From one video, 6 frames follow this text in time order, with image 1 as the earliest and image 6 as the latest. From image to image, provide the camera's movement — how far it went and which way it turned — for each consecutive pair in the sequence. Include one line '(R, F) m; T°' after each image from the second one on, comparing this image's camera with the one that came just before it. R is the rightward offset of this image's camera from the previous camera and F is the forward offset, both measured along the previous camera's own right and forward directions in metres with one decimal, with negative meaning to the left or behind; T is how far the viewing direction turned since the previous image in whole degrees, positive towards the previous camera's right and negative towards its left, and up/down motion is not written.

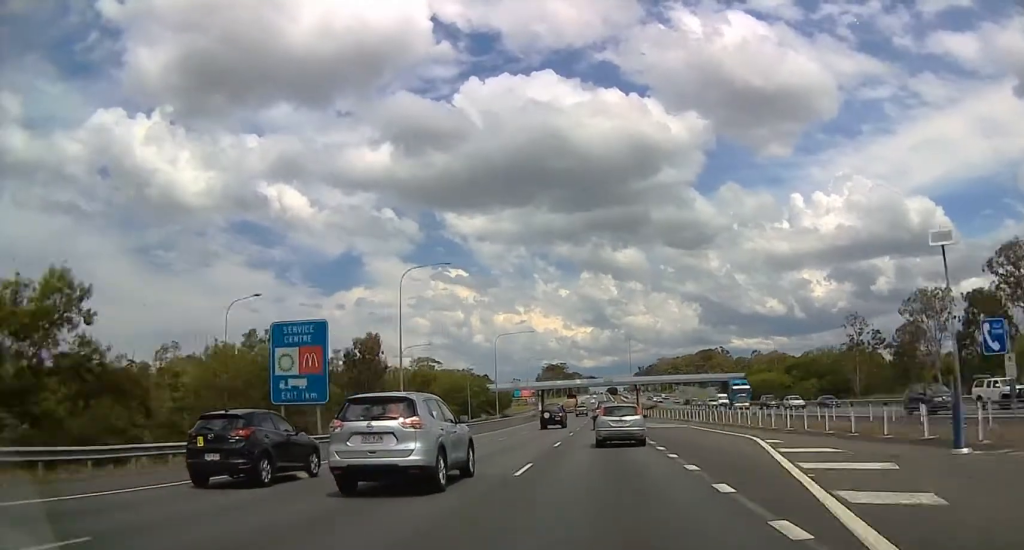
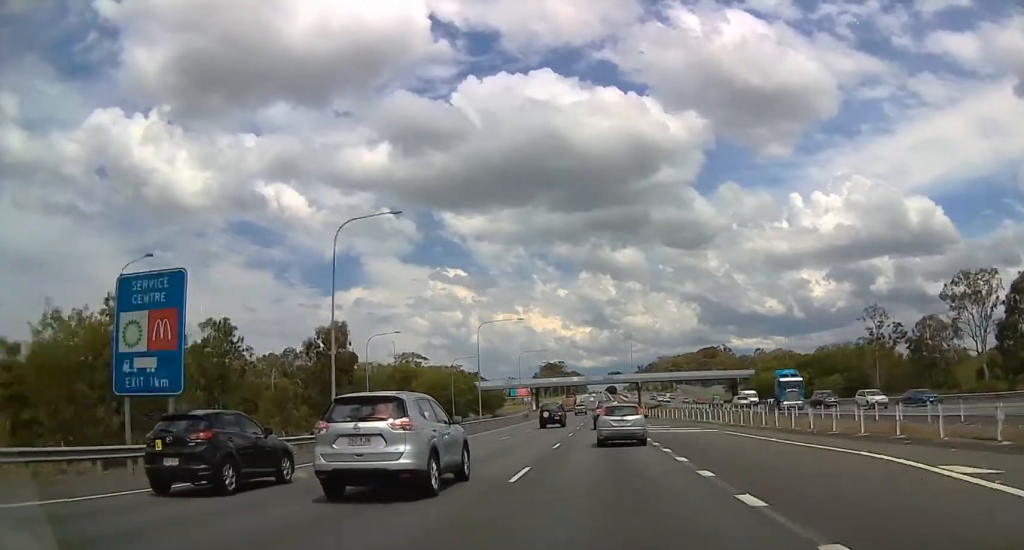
(+0.5, +13.7) m; 0°
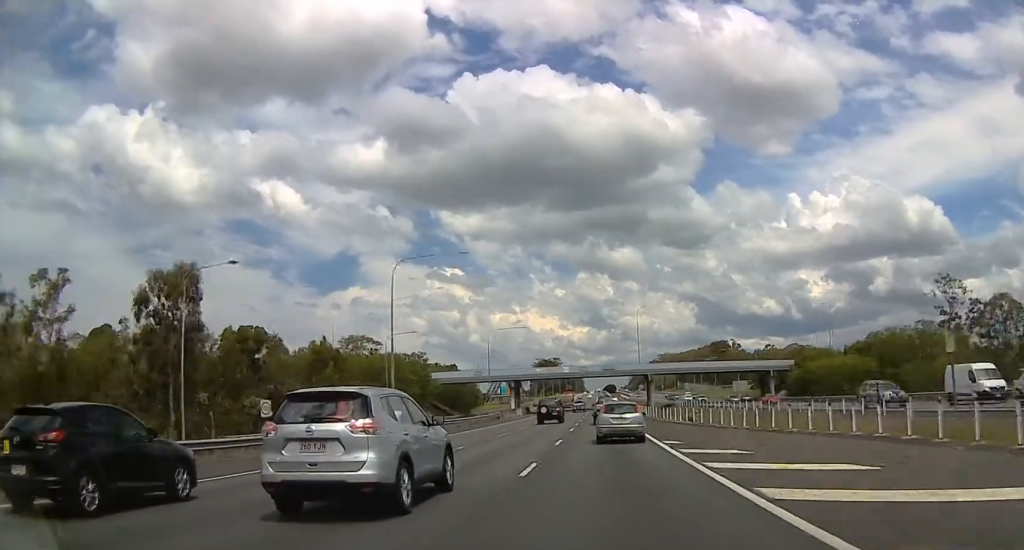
(-0.9, +36.3) m; 0°
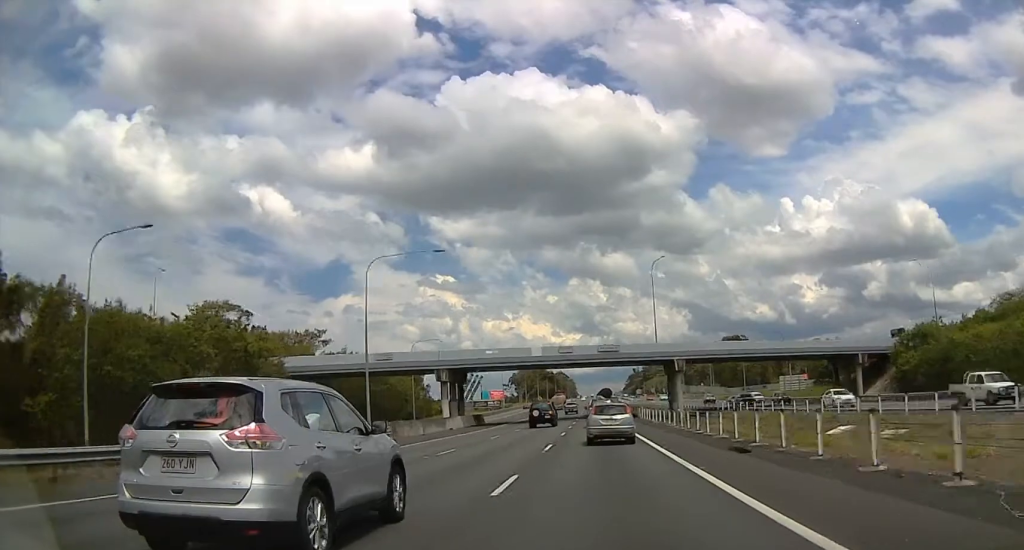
(-0.2, +51.7) m; 0°
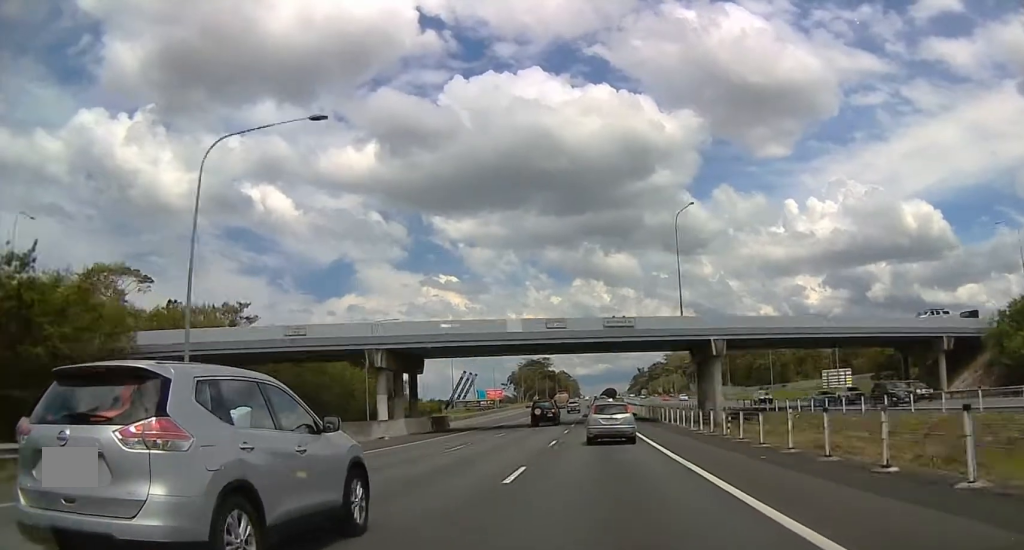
(+0.9, +22.8) m; +2°
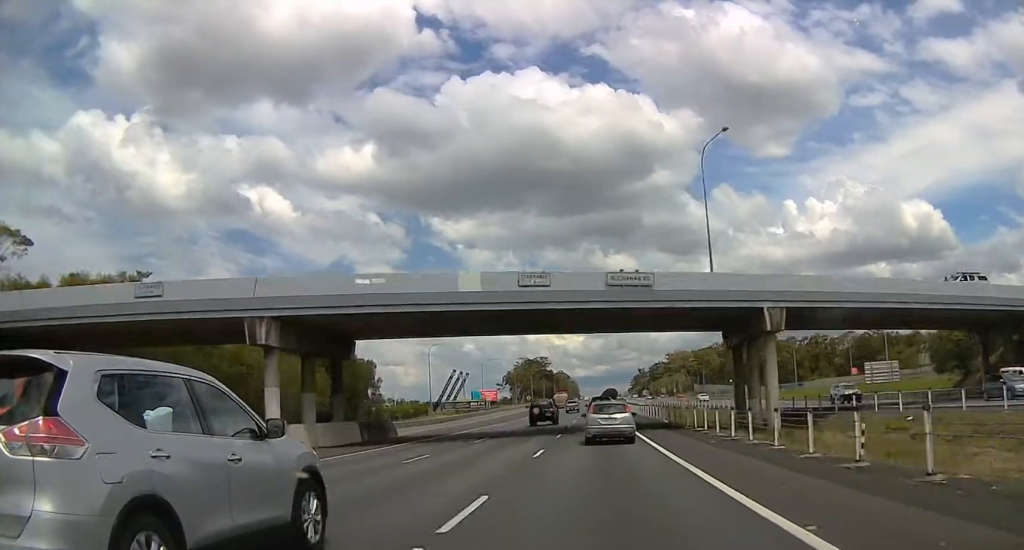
(+0.2, +17.9) m; -1°
